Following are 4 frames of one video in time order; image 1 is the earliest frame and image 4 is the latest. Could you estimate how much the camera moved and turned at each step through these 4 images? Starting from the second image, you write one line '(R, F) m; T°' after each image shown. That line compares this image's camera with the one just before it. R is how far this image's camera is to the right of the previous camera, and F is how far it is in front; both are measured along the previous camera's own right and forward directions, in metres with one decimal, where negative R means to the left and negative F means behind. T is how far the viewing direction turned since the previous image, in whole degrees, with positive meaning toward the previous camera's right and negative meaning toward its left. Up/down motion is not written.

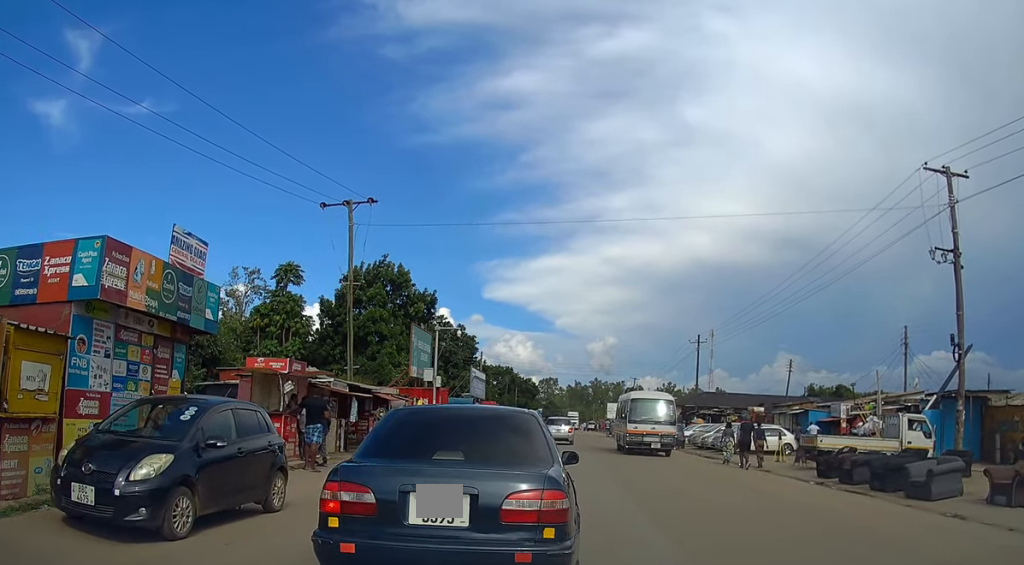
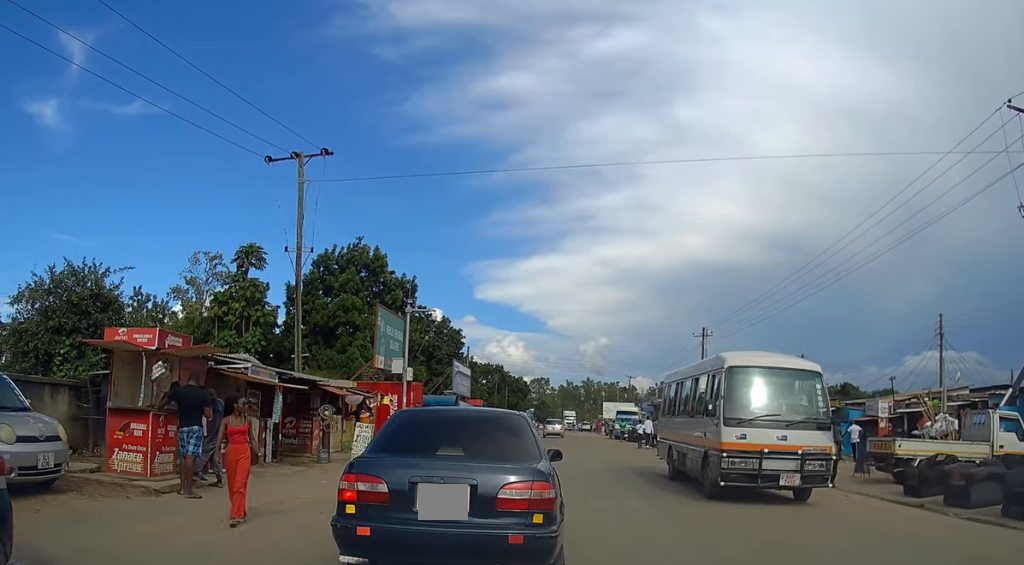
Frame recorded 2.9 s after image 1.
(0.0, +5.6) m; +3°
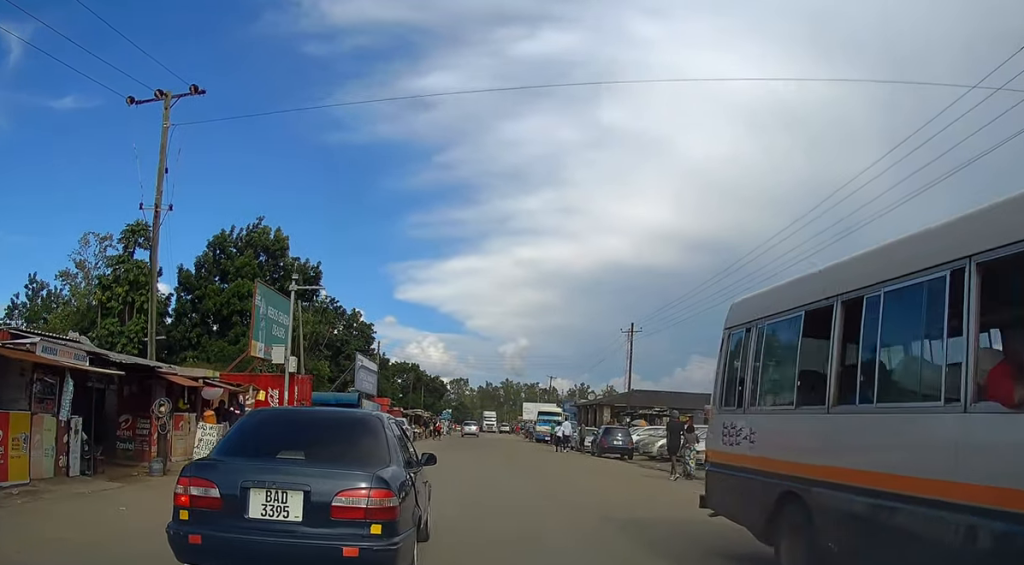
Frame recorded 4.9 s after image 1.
(+0.4, +4.6) m; +12°
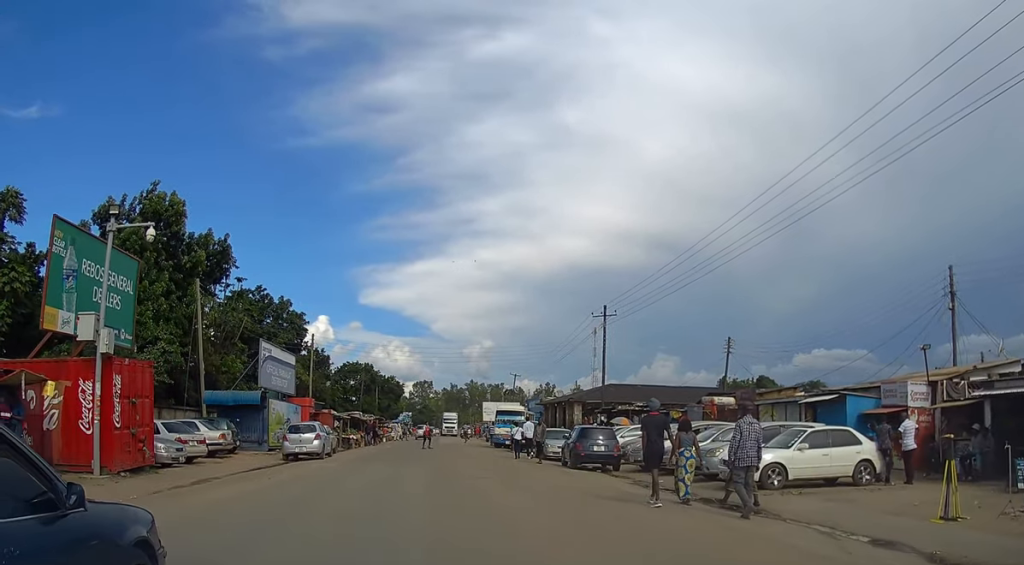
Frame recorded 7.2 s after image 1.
(+0.1, +8.3) m; -2°
